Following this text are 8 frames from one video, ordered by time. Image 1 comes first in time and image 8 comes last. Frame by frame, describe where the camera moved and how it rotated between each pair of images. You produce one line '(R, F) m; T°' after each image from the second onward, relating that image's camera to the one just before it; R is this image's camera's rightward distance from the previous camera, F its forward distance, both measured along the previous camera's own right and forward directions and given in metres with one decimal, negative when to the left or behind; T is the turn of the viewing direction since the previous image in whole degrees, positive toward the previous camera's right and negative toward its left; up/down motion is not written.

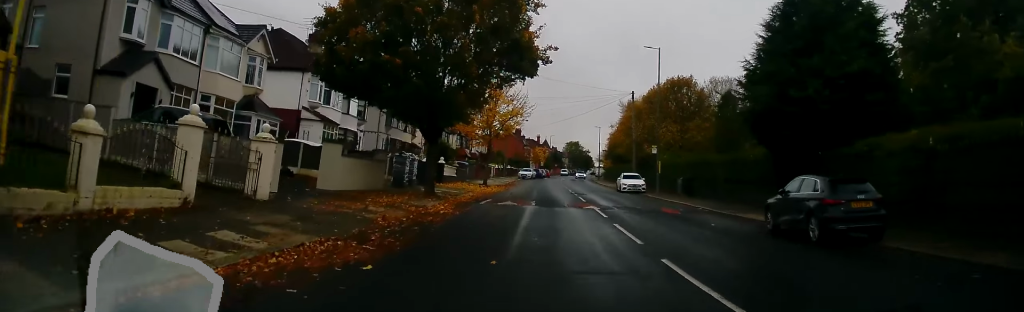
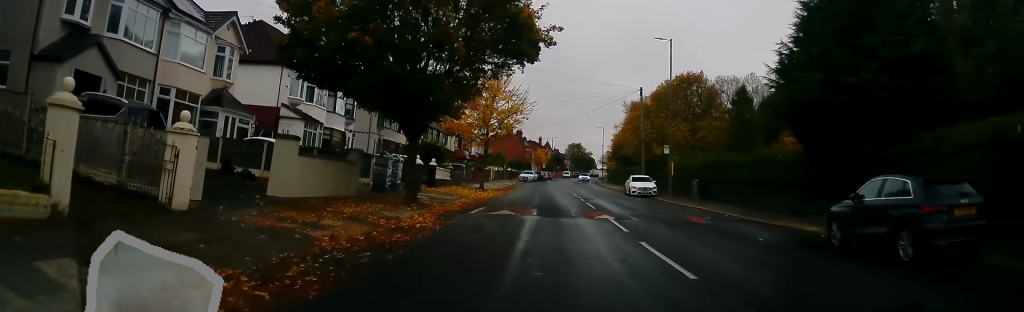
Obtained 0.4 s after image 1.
(+0.1, +3.4) m; 0°
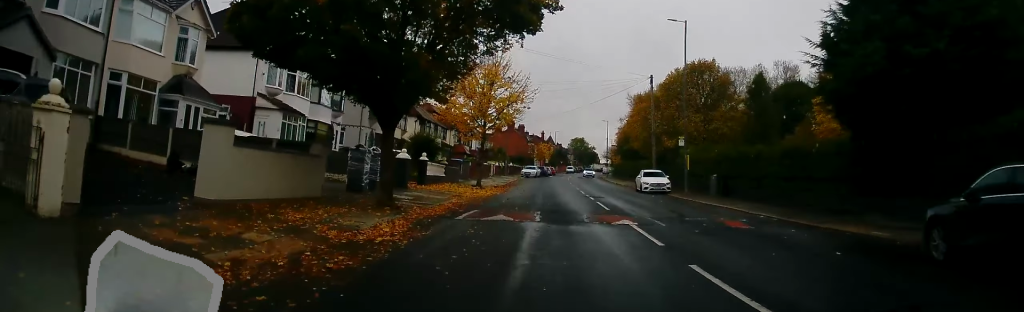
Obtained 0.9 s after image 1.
(+0.1, +3.4) m; 0°
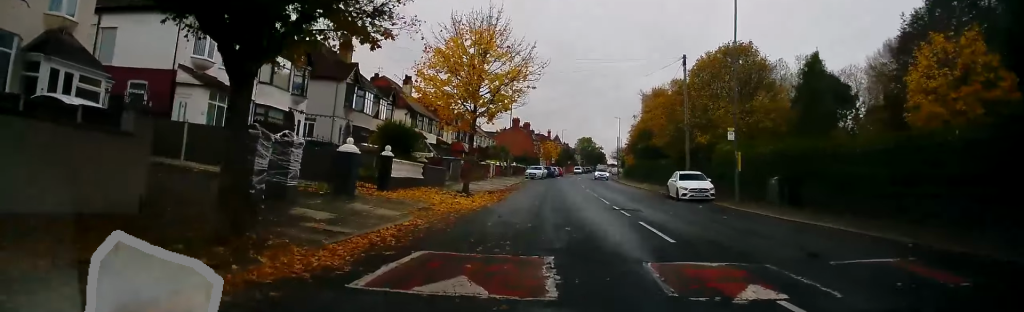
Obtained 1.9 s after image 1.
(-0.3, +8.5) m; -3°
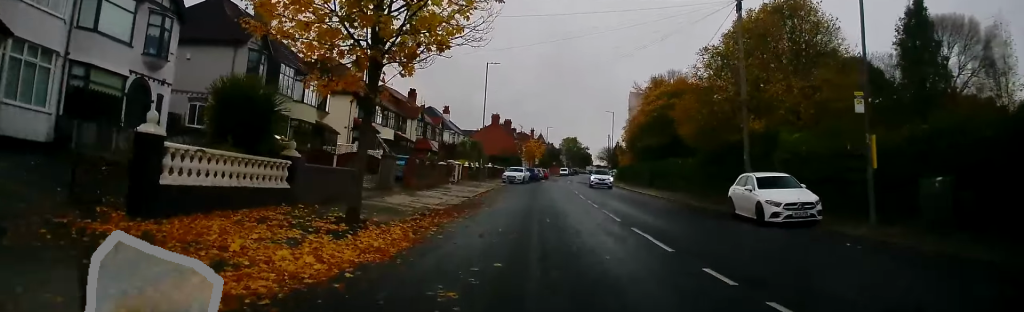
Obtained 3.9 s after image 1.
(+0.3, +13.5) m; +3°
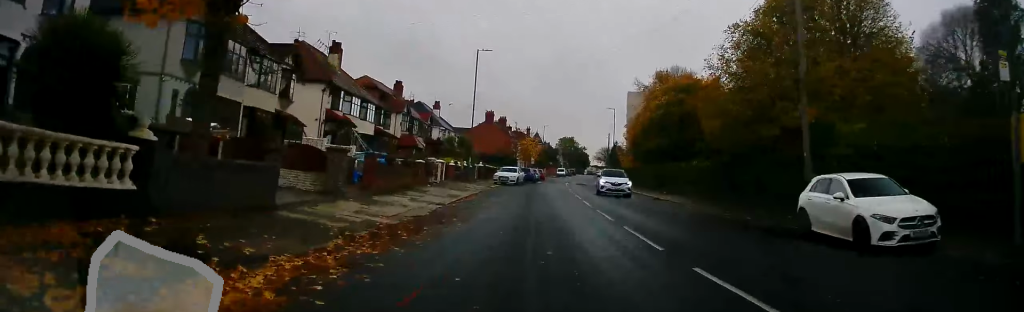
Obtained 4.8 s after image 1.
(0.0, +5.5) m; 0°
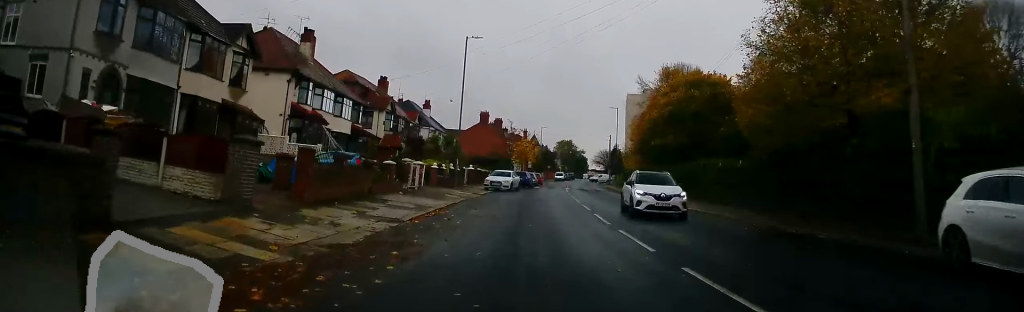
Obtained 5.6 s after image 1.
(0.0, +5.5) m; +1°
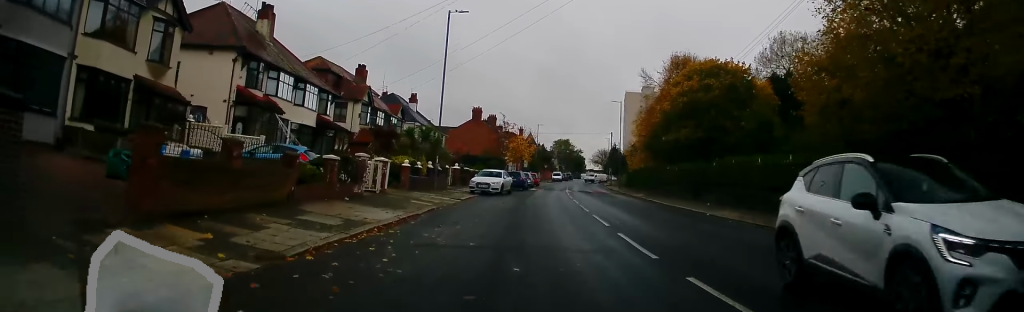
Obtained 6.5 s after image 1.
(0.0, +6.4) m; -1°
